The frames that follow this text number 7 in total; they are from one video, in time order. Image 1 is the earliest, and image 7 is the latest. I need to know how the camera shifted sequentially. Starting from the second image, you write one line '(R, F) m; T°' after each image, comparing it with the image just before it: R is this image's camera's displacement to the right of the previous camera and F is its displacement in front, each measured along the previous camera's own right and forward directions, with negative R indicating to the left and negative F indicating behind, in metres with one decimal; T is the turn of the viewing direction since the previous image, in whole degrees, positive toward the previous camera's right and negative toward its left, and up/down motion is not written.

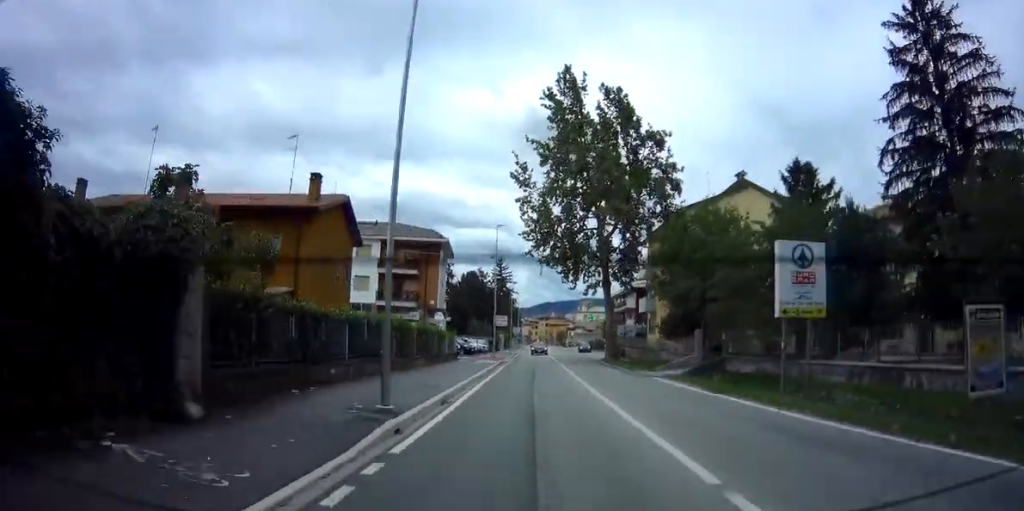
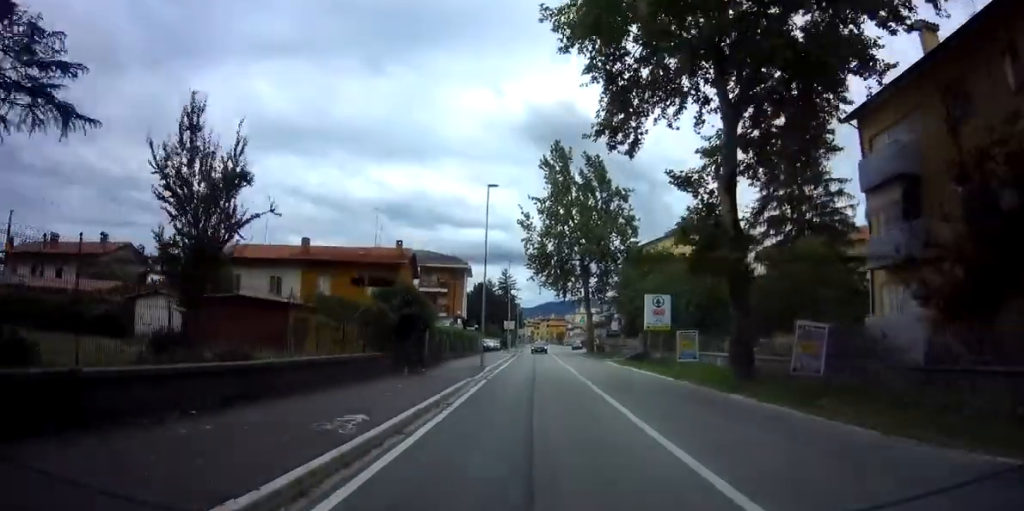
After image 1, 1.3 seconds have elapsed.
(+0.2, +18.5) m; 0°
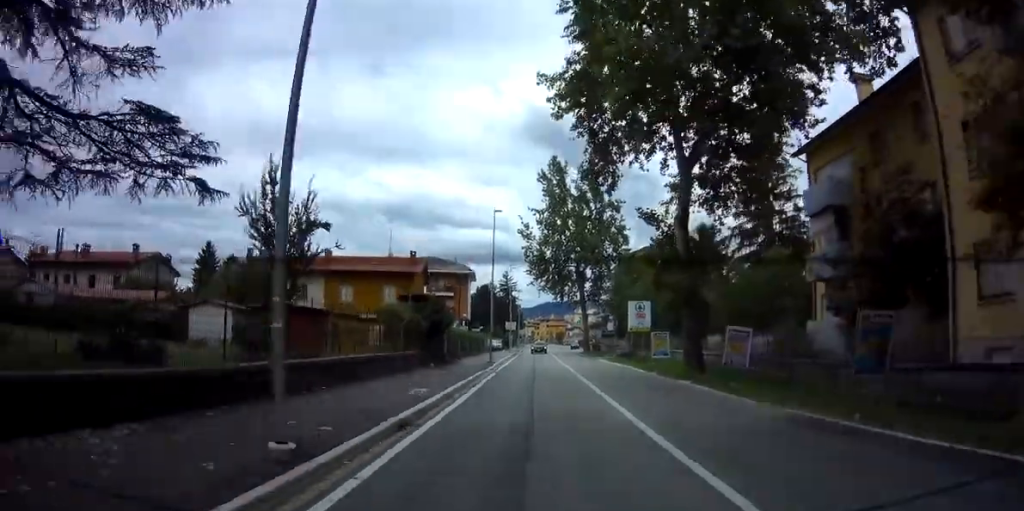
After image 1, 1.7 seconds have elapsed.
(+0.1, +6.1) m; -1°
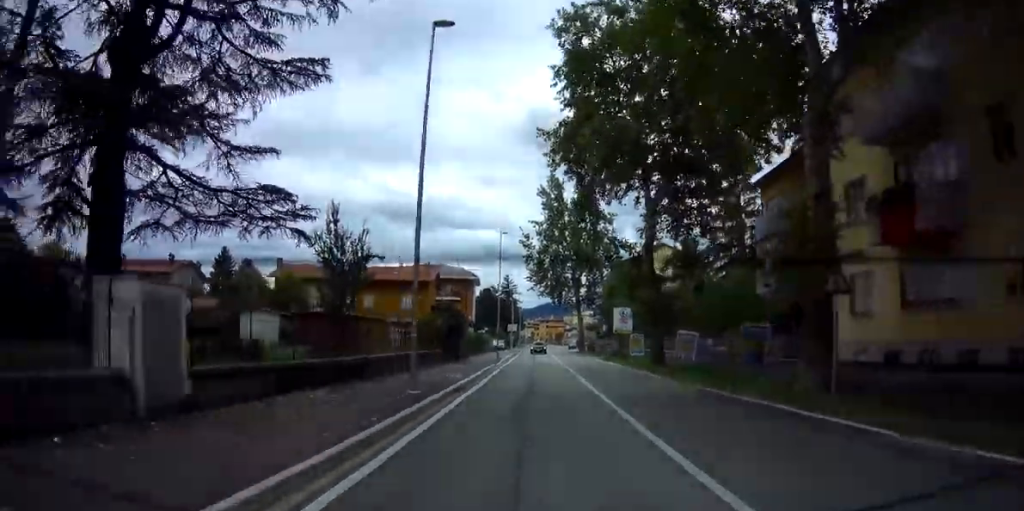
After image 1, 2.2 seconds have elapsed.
(-0.1, +6.9) m; -1°
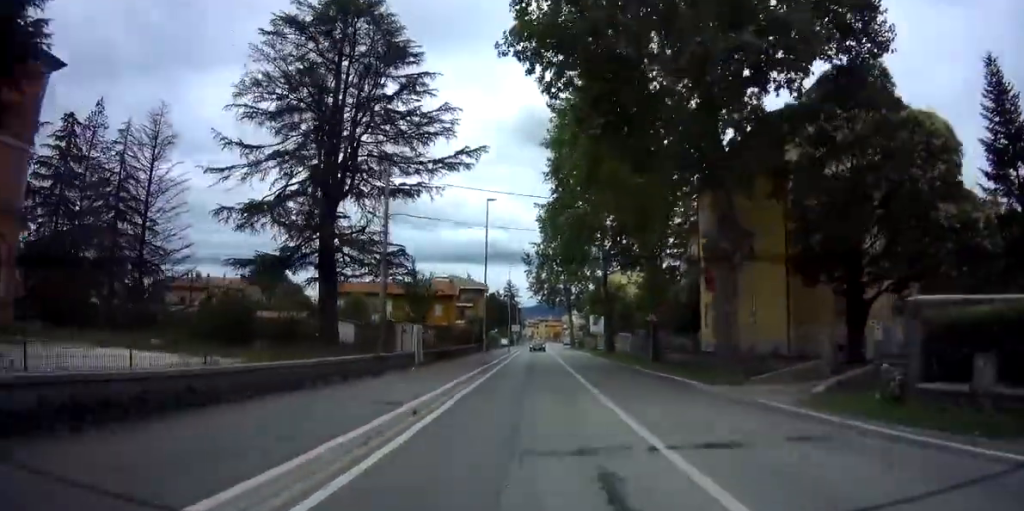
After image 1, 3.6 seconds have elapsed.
(-0.5, +17.9) m; 0°
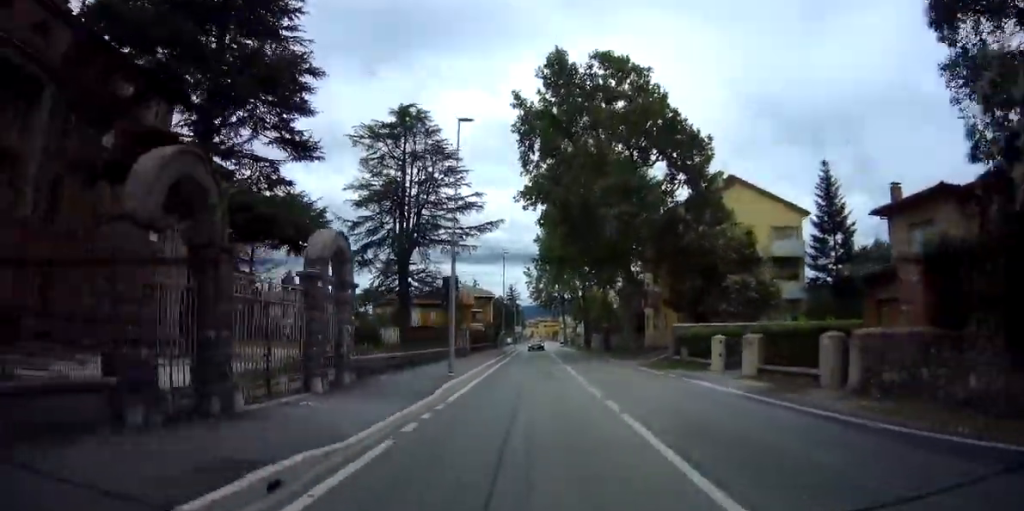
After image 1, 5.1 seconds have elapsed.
(+0.5, +19.4) m; 0°
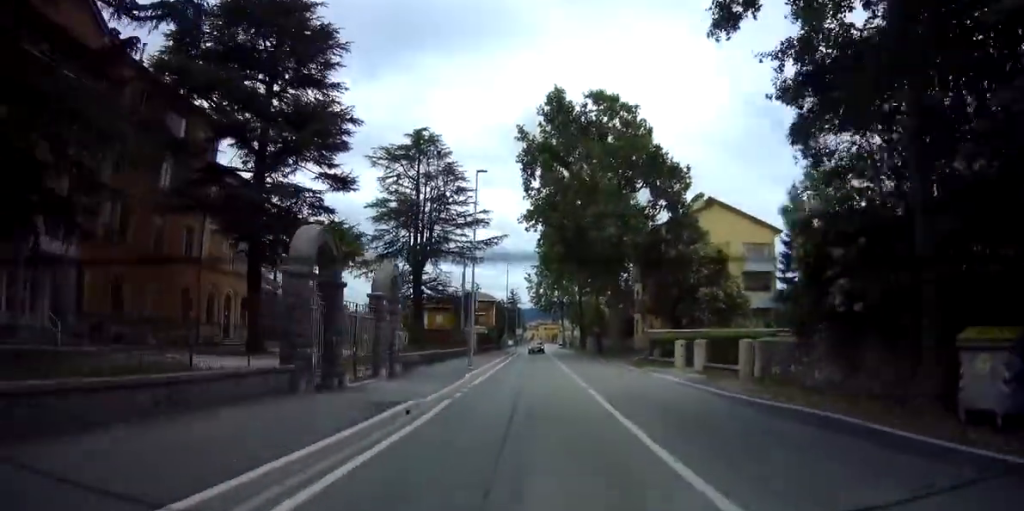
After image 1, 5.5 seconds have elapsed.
(-0.2, +5.8) m; -2°
